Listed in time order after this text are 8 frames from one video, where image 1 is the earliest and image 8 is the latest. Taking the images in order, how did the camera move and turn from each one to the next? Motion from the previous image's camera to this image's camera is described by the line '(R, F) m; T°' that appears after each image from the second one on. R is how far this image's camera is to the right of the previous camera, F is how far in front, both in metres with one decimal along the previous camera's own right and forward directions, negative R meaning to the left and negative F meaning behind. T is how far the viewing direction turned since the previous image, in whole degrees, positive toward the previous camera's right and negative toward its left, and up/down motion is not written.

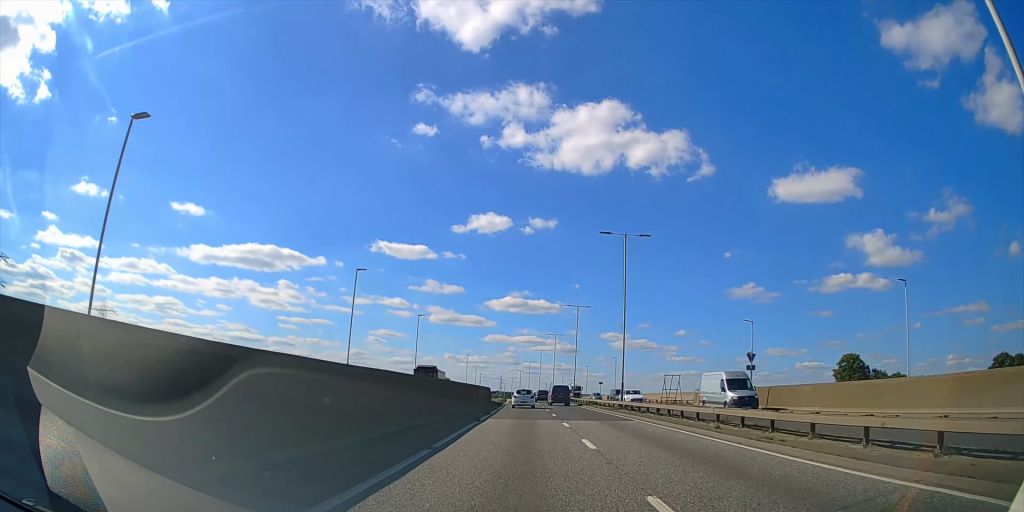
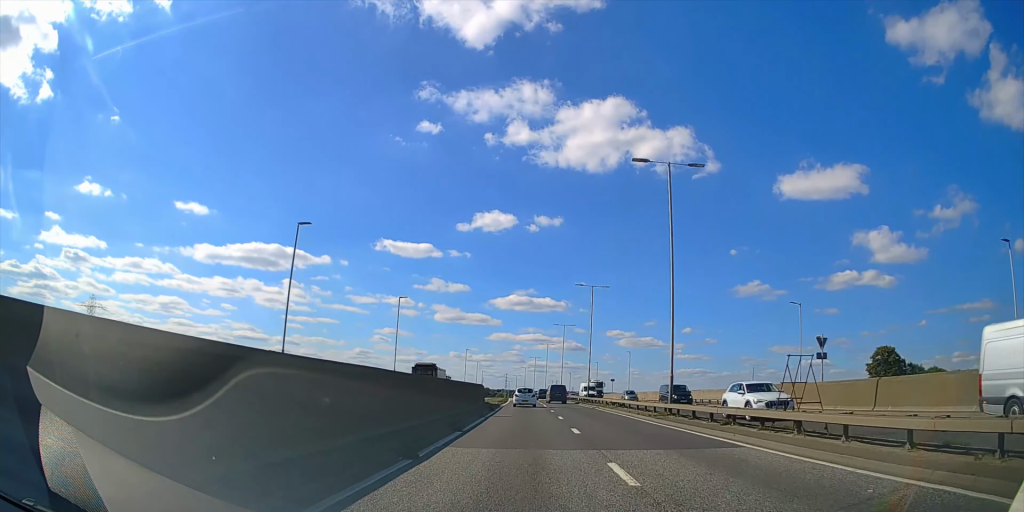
(+0.1, +13.6) m; 0°
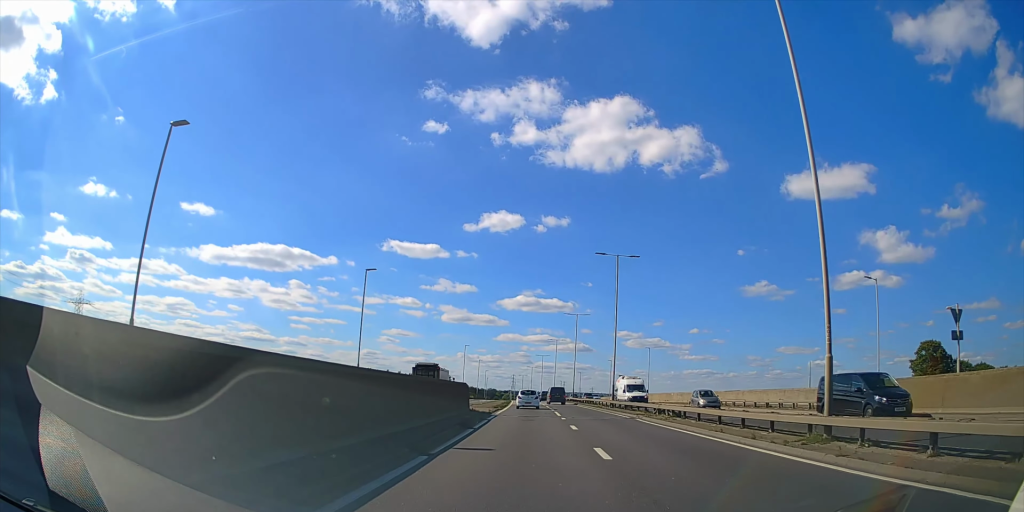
(+0.1, +15.0) m; 0°
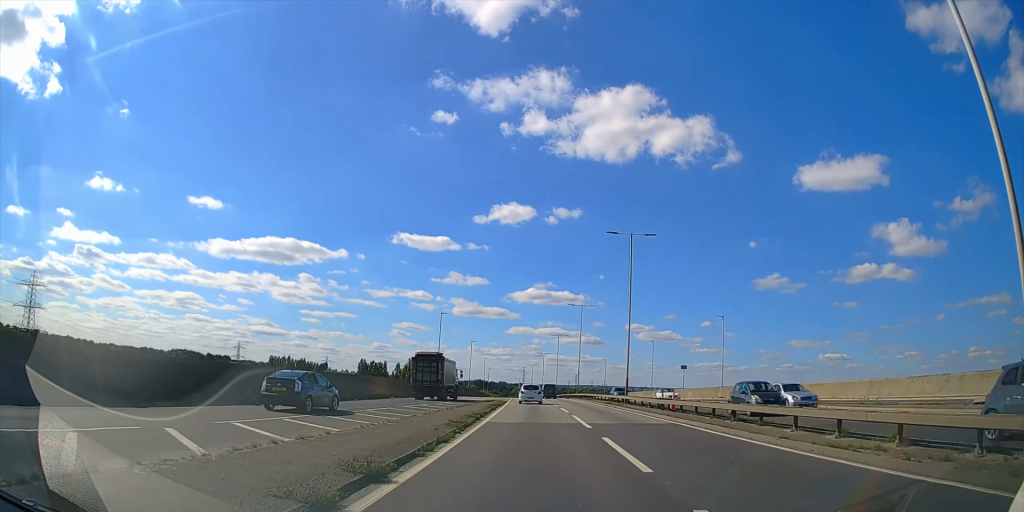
(-1.1, +41.3) m; -2°
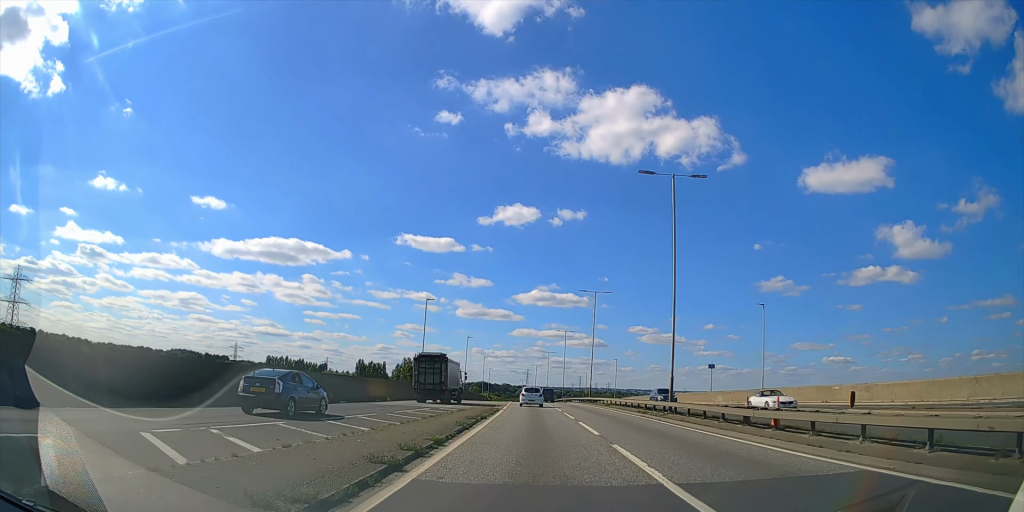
(-0.1, +12.4) m; 0°
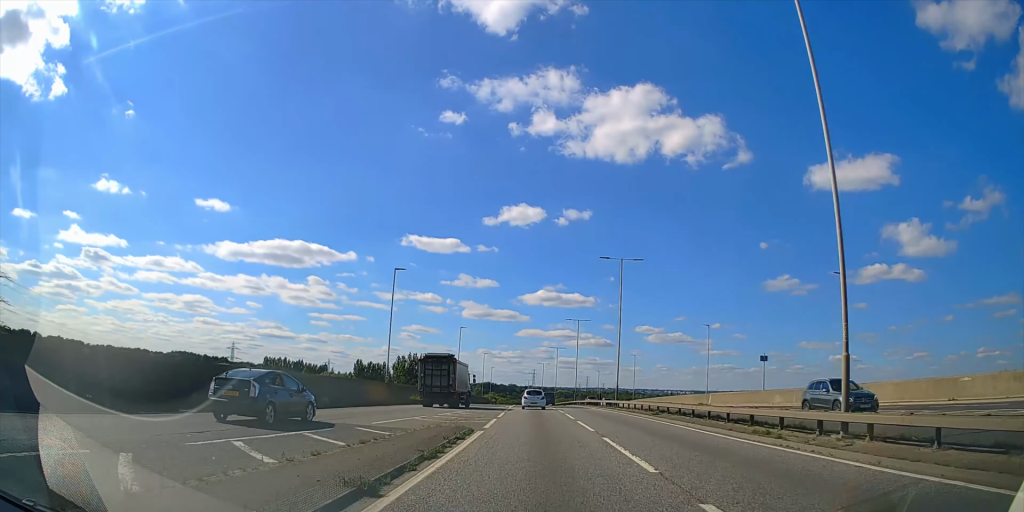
(+0.2, +17.2) m; 0°
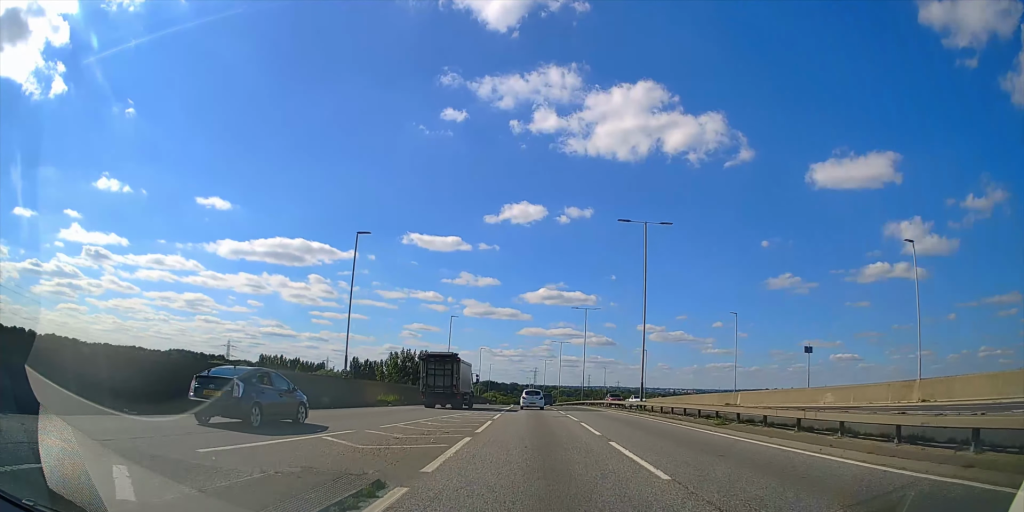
(0.0, +10.9) m; 0°
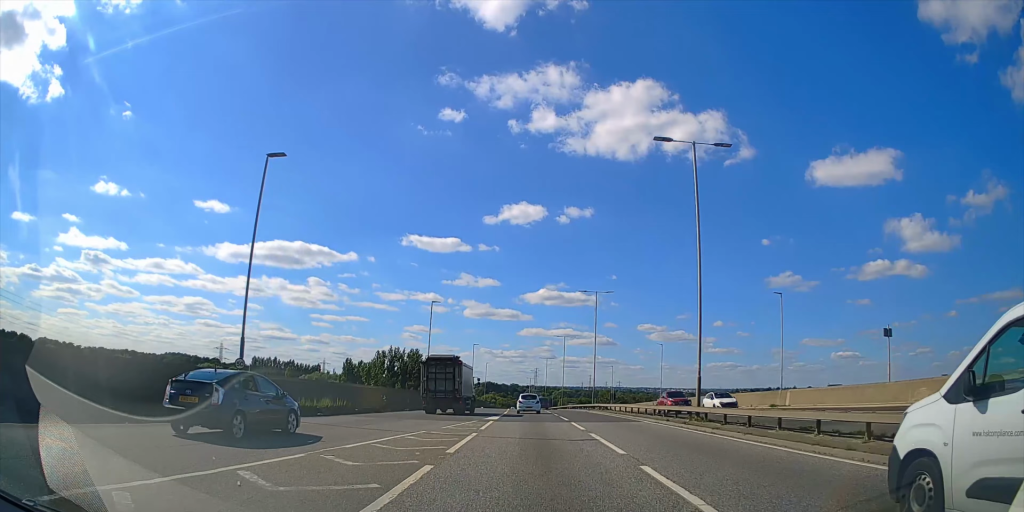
(-0.4, +13.4) m; -1°
